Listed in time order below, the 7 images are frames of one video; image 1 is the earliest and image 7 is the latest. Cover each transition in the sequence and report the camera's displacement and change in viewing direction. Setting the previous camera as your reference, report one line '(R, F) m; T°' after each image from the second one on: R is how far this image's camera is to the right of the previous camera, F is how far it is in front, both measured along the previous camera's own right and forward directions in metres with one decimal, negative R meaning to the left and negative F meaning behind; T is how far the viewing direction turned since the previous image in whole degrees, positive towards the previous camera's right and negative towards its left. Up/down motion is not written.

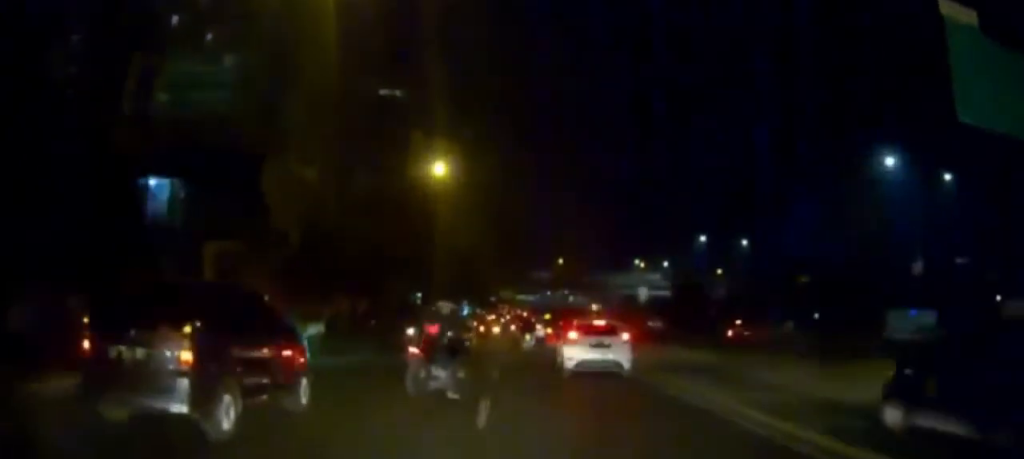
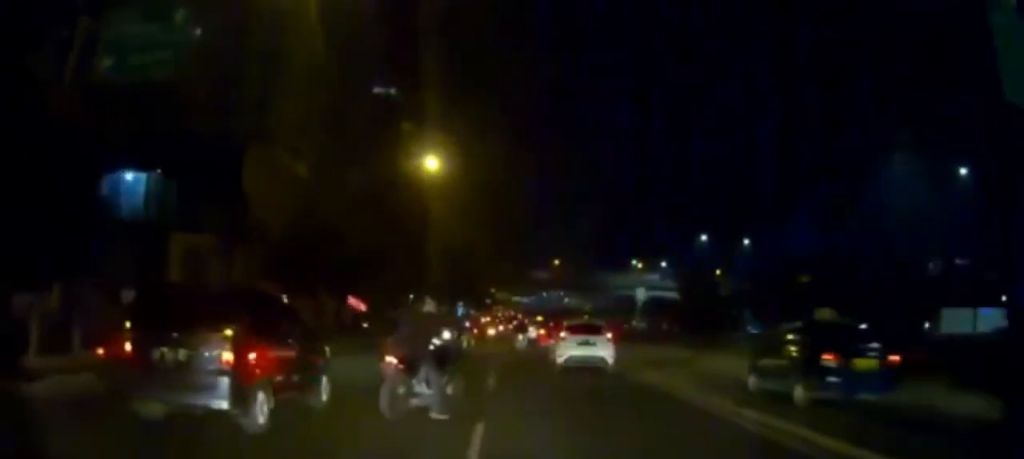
(-0.3, +4.0) m; -3°
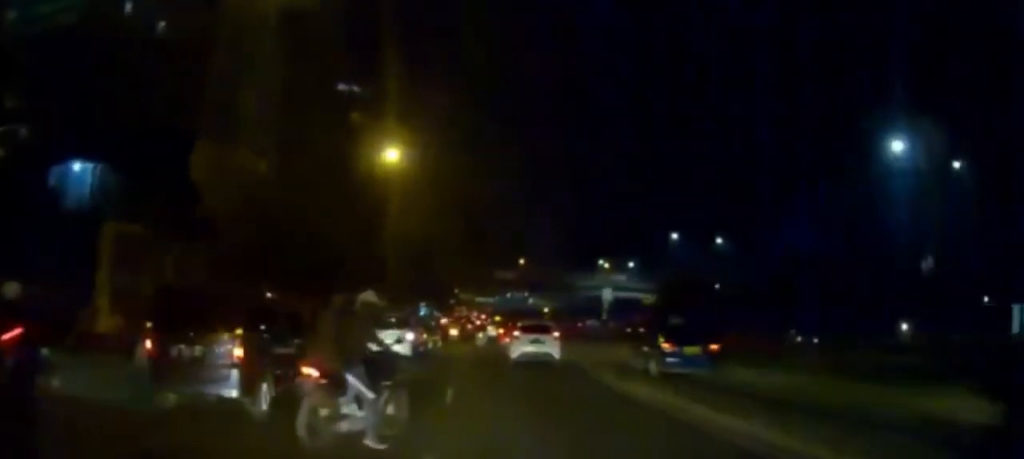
(-0.1, +4.4) m; 0°
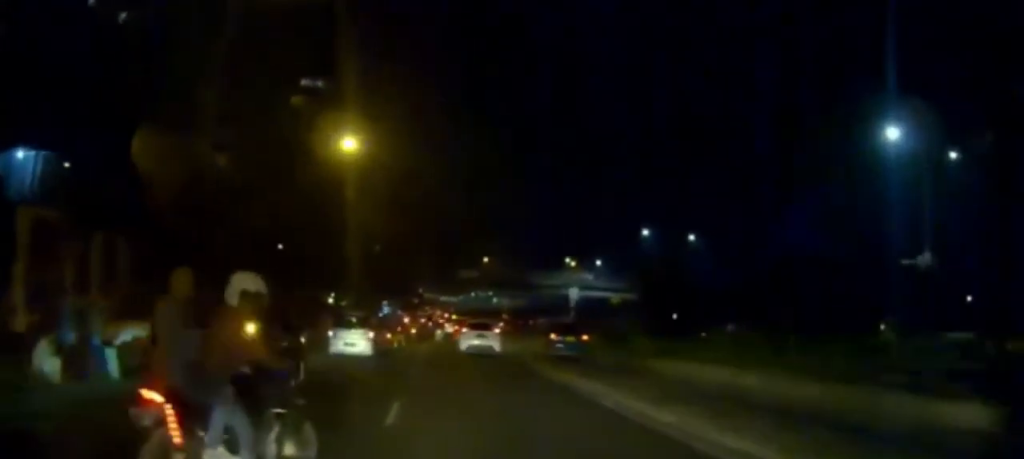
(+0.1, +5.3) m; 0°
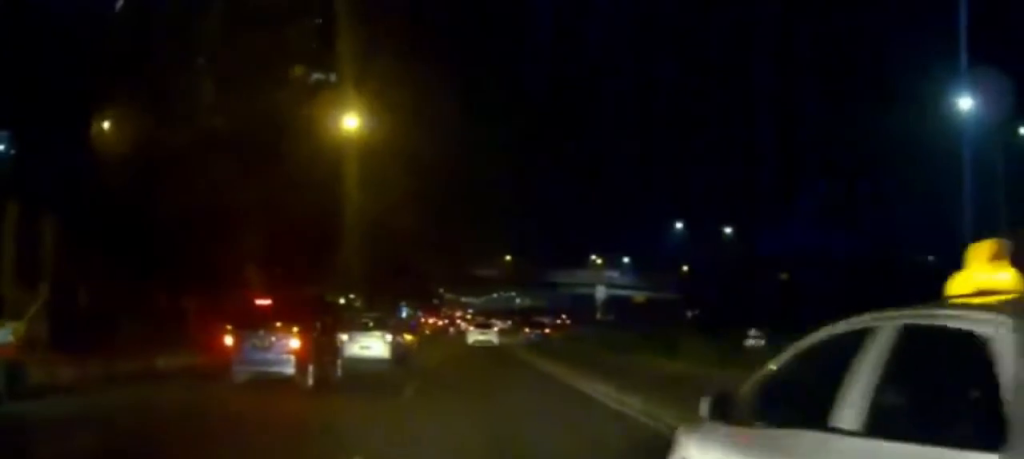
(-0.4, +6.8) m; -9°
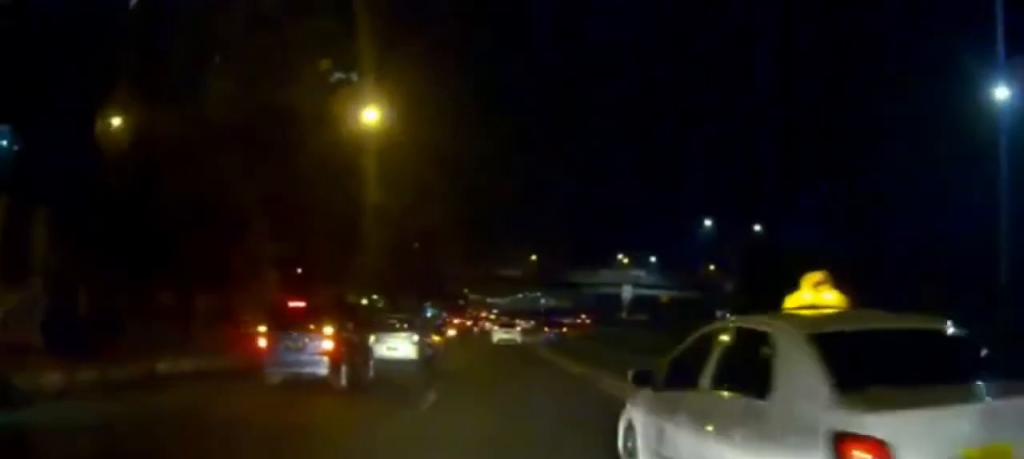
(-0.1, +1.7) m; -2°
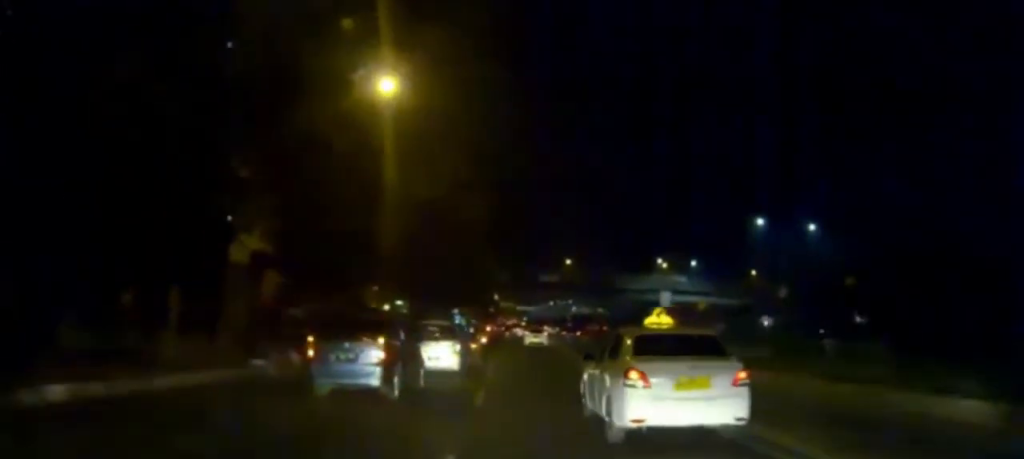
(-0.2, +5.9) m; -3°
